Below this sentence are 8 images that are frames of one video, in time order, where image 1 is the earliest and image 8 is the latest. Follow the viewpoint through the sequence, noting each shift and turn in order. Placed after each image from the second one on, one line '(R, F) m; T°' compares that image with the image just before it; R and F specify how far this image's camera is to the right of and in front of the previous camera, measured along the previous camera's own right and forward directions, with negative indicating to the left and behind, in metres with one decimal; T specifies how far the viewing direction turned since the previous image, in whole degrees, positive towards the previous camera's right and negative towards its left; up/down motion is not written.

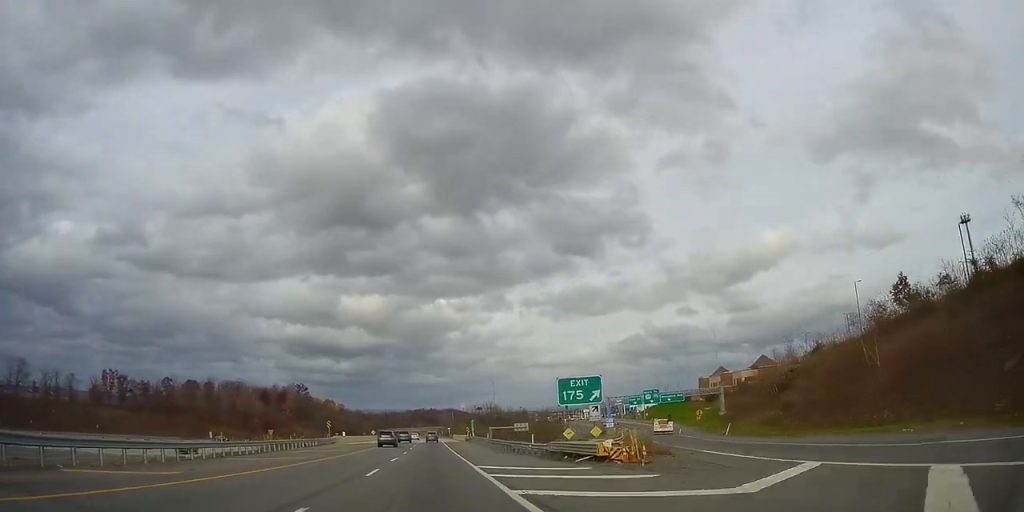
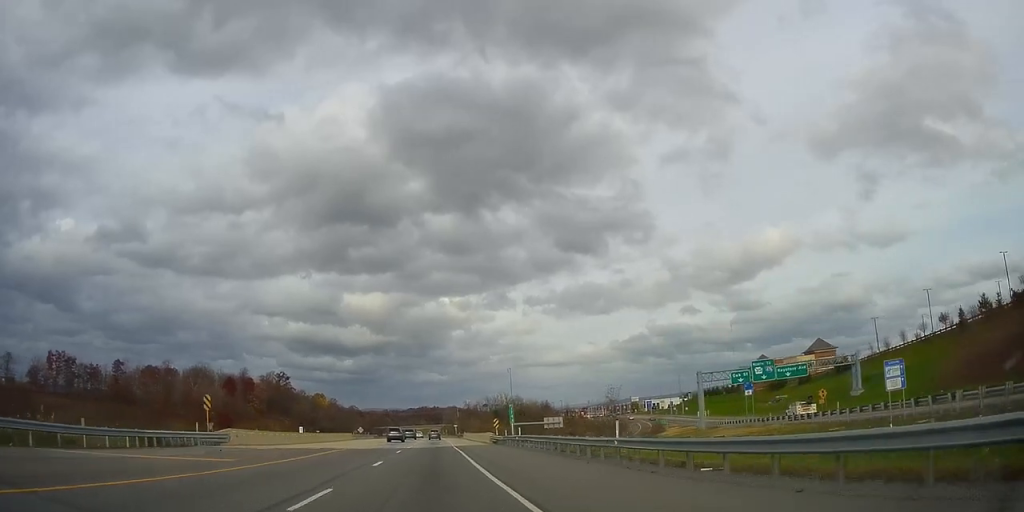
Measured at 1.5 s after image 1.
(+0.3, +45.4) m; +1°
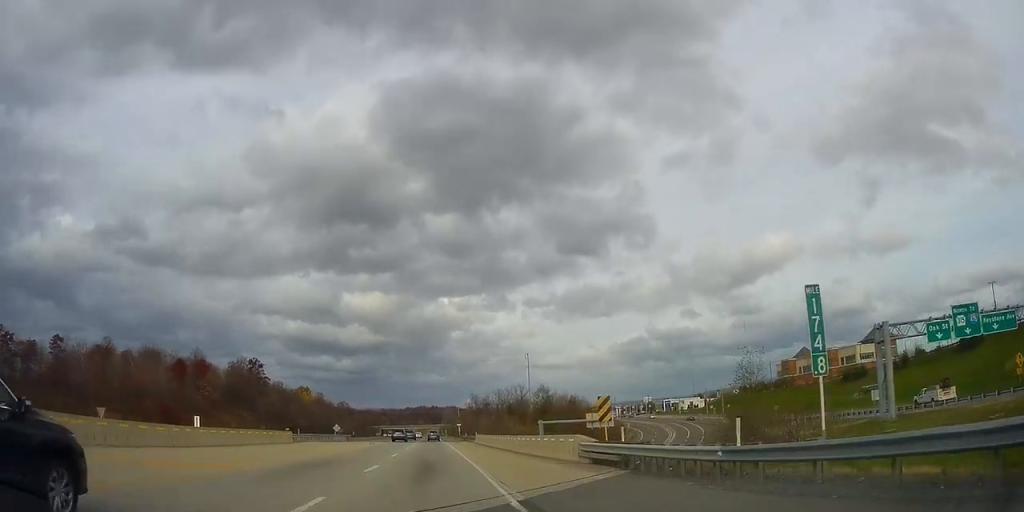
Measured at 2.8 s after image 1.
(+0.1, +39.5) m; 0°
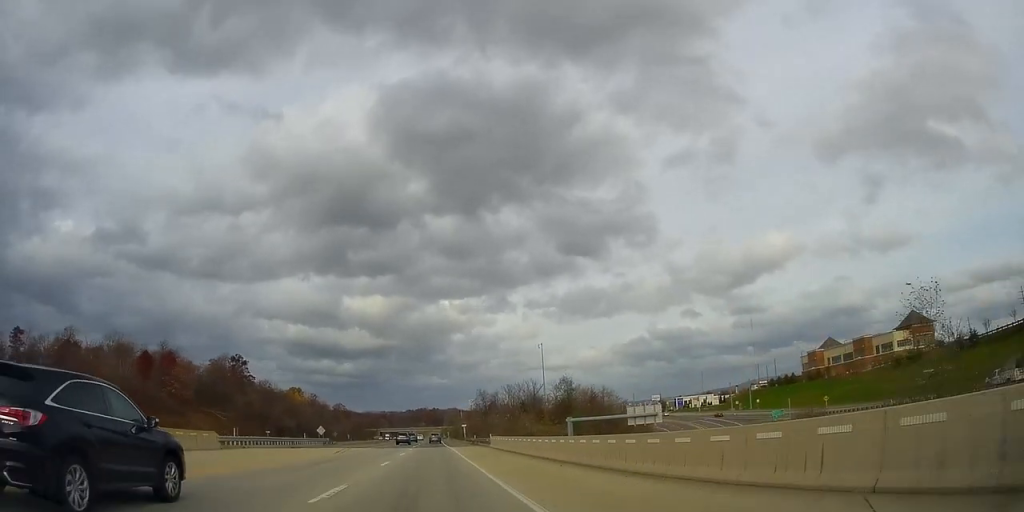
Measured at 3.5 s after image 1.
(+0.1, +20.5) m; 0°
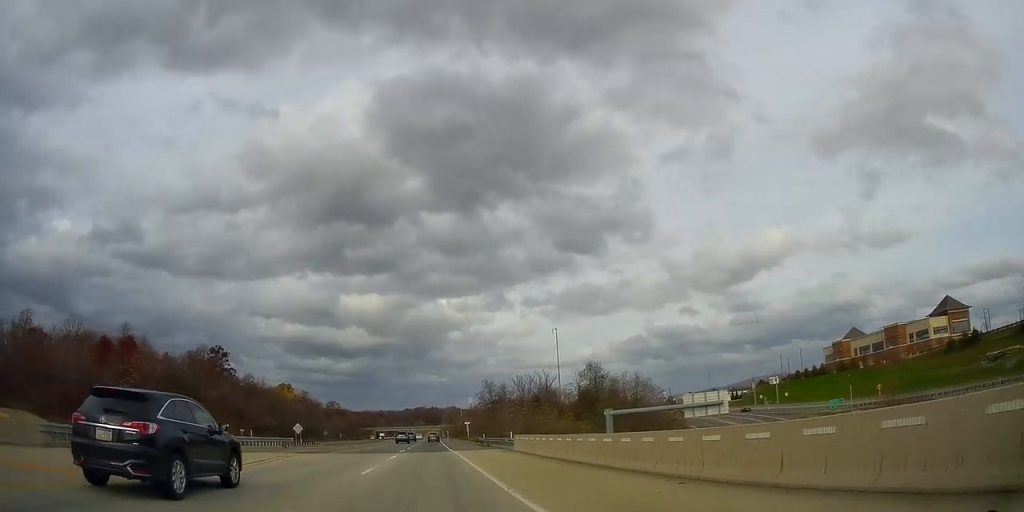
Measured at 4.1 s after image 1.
(-0.2, +18.4) m; 0°
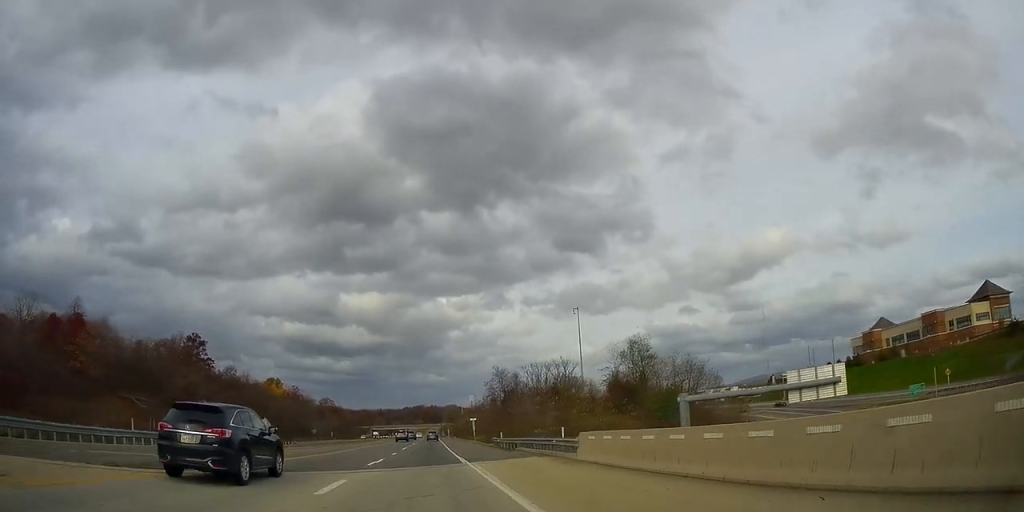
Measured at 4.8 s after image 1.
(0.0, +19.0) m; 0°
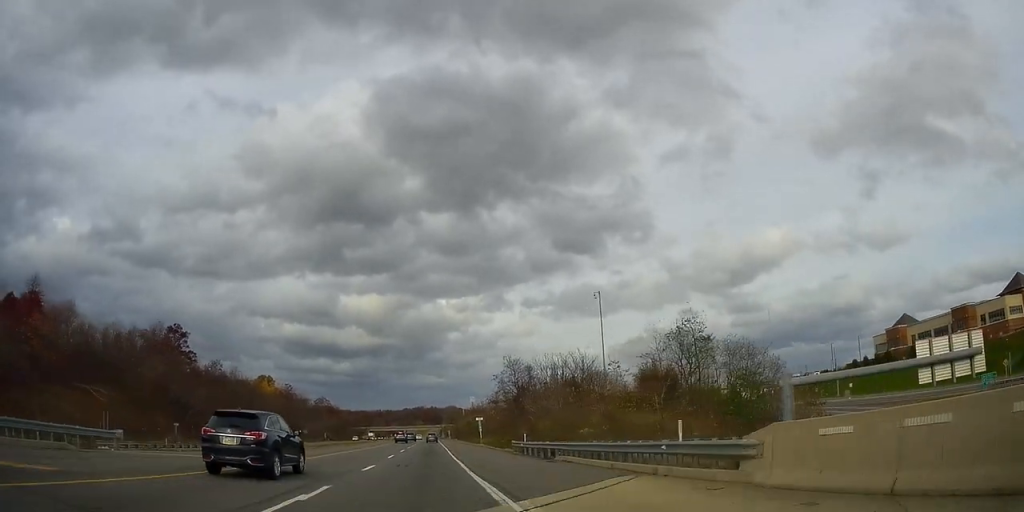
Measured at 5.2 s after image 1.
(+0.1, +13.5) m; 0°
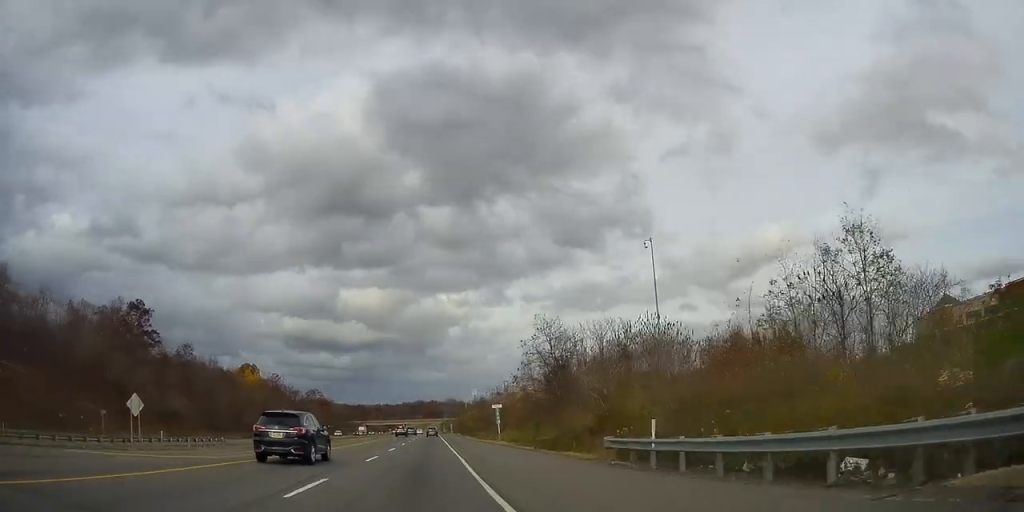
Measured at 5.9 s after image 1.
(-0.1, +22.4) m; 0°
